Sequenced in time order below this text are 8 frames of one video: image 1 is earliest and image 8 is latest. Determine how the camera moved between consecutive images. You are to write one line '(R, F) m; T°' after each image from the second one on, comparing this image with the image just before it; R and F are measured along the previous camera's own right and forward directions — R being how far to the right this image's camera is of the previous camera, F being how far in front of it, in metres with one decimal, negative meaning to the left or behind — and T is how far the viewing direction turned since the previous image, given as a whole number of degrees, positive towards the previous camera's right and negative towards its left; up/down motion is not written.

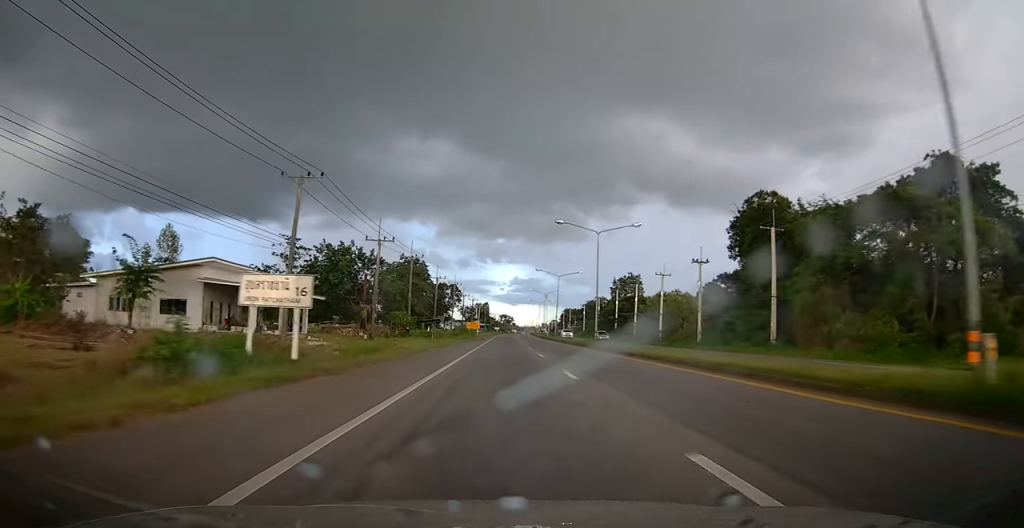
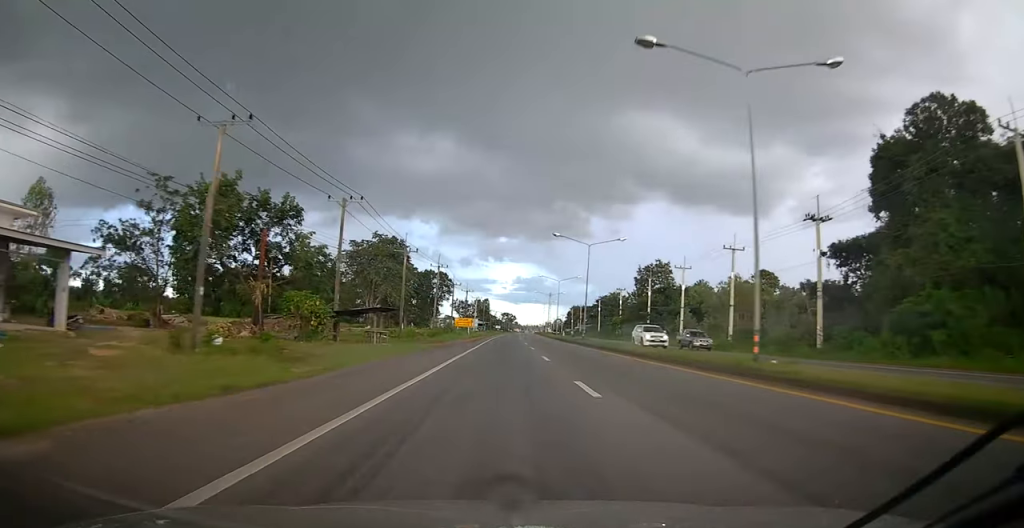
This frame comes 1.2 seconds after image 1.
(0.0, +28.3) m; +2°
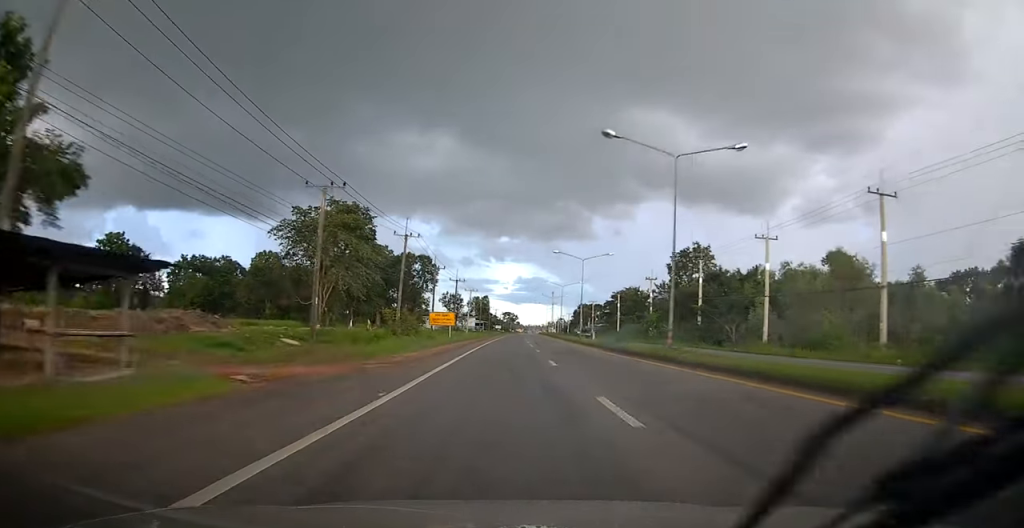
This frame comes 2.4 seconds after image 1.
(+0.6, +27.2) m; -2°
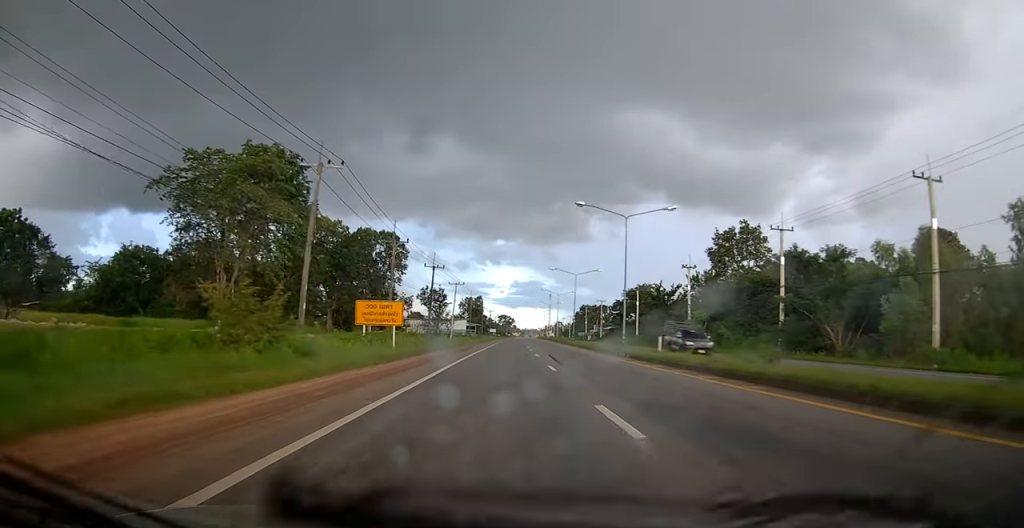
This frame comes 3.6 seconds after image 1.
(-1.2, +25.0) m; -1°
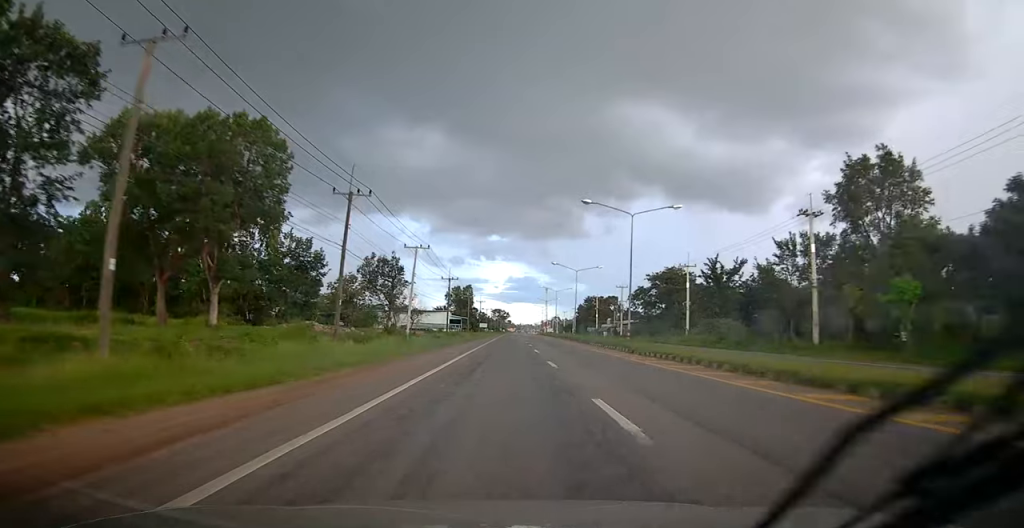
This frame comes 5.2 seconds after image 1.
(+1.1, +35.6) m; +2°
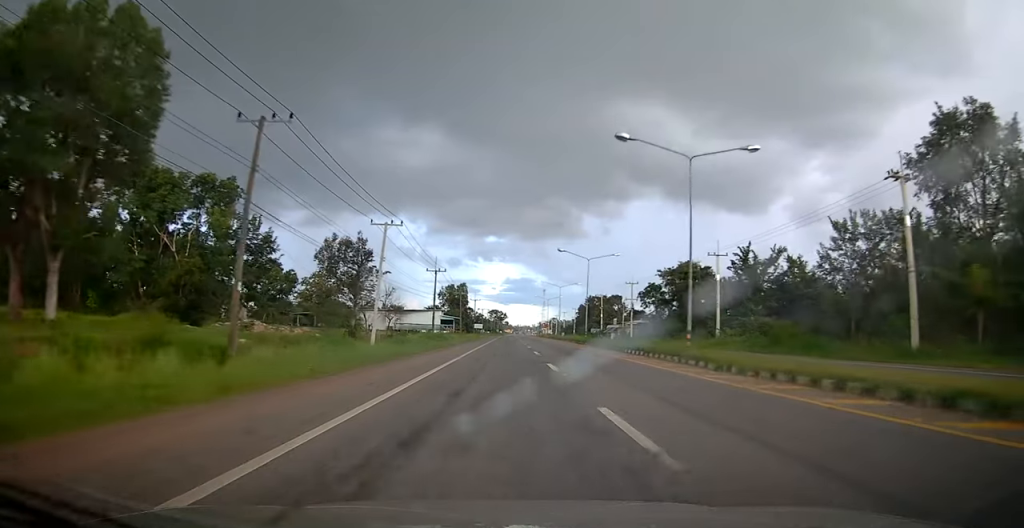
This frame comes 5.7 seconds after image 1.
(0.0, +12.9) m; 0°
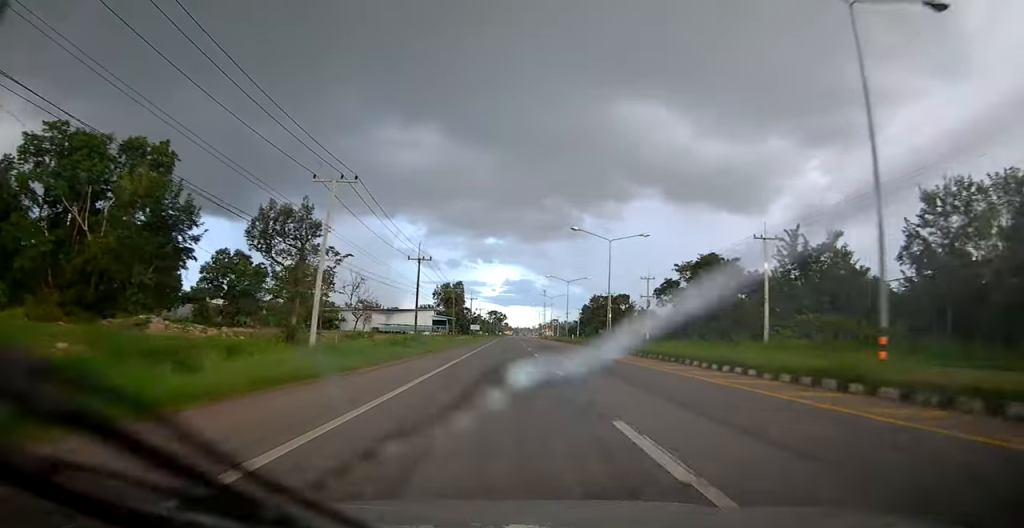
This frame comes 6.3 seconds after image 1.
(0.0, +13.3) m; 0°
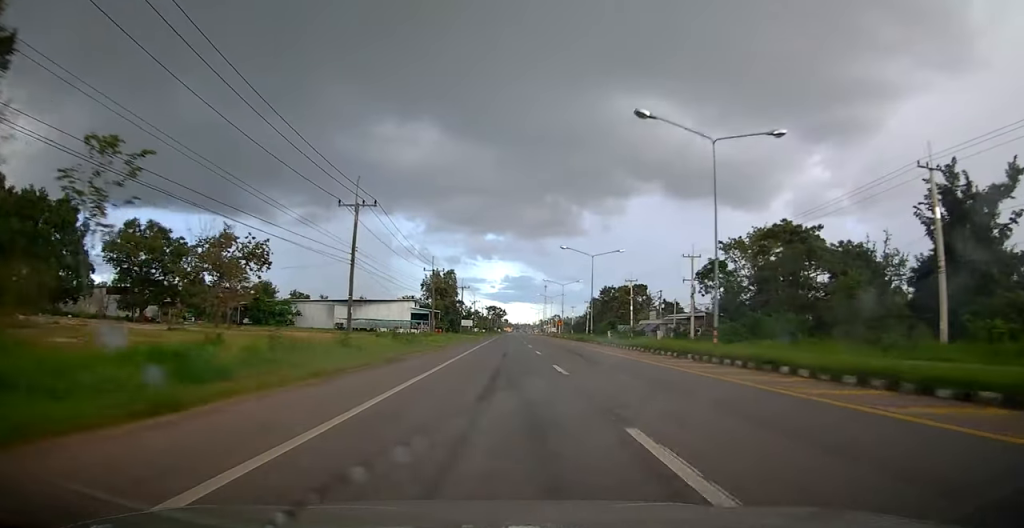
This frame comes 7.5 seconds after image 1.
(+0.3, +24.9) m; +2°
